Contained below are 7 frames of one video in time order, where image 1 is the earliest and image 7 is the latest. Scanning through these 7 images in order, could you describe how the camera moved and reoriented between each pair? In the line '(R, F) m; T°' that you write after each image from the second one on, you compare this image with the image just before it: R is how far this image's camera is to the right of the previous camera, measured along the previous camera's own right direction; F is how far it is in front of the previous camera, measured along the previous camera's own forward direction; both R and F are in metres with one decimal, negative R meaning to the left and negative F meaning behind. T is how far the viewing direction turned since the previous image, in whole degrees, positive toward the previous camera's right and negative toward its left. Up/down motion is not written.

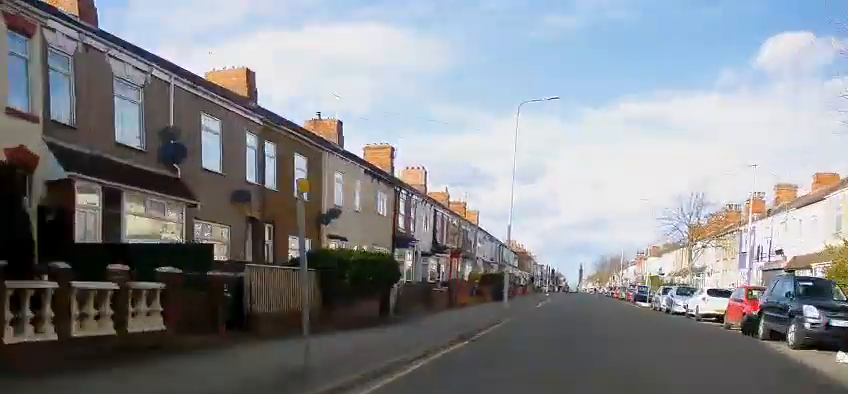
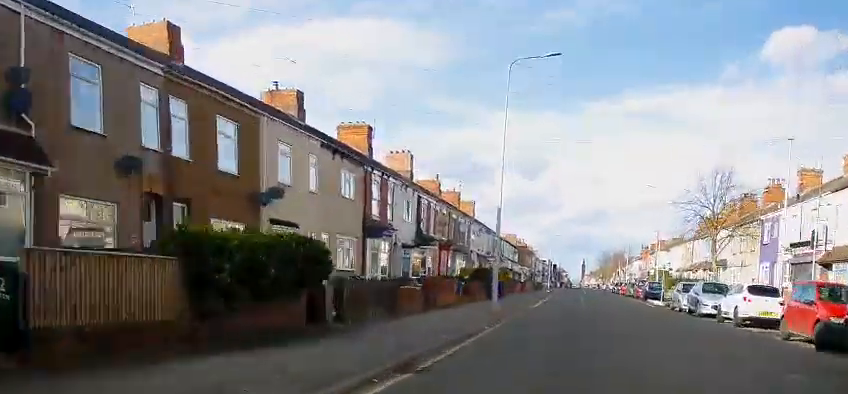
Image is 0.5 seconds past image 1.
(0.0, +5.8) m; 0°
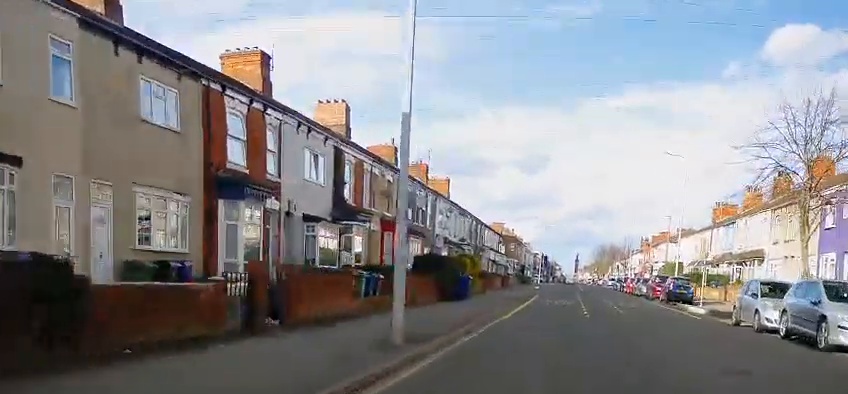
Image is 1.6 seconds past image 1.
(+0.1, +13.7) m; +1°
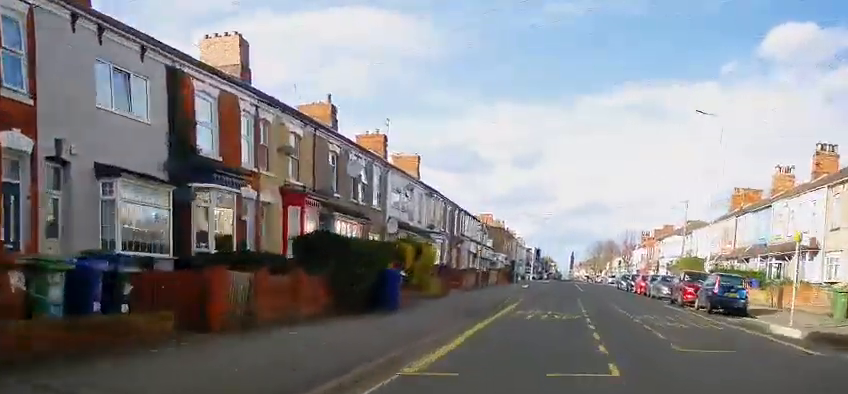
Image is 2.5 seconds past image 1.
(+0.1, +11.6) m; +1°
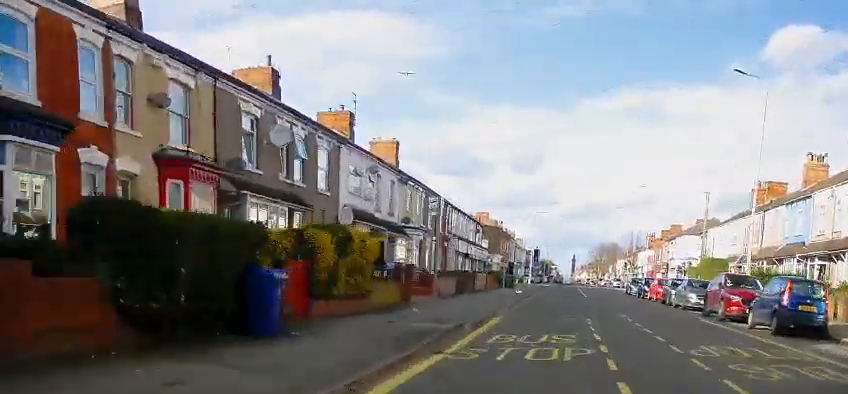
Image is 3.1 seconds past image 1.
(0.0, +7.9) m; 0°
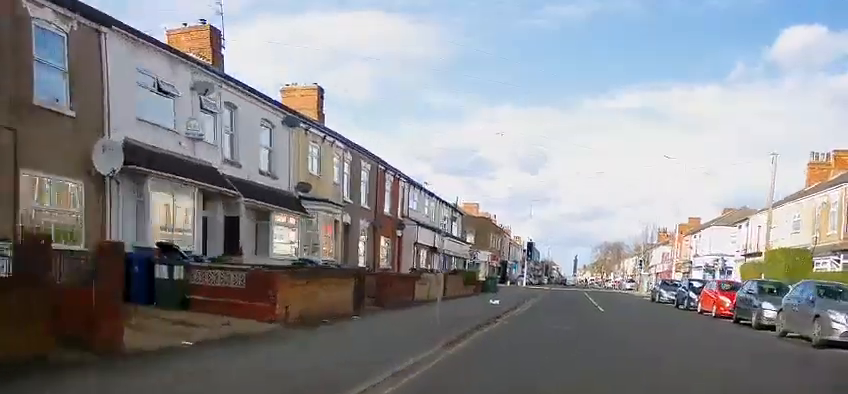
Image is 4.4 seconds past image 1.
(+0.1, +16.1) m; 0°
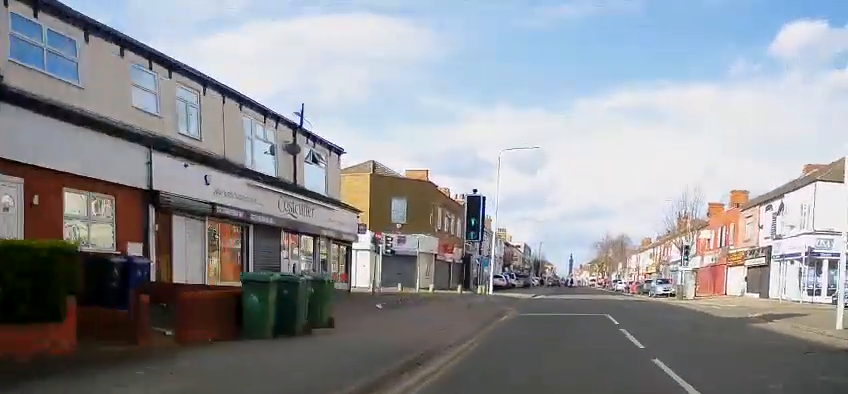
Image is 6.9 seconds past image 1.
(0.0, +31.4) m; 0°
